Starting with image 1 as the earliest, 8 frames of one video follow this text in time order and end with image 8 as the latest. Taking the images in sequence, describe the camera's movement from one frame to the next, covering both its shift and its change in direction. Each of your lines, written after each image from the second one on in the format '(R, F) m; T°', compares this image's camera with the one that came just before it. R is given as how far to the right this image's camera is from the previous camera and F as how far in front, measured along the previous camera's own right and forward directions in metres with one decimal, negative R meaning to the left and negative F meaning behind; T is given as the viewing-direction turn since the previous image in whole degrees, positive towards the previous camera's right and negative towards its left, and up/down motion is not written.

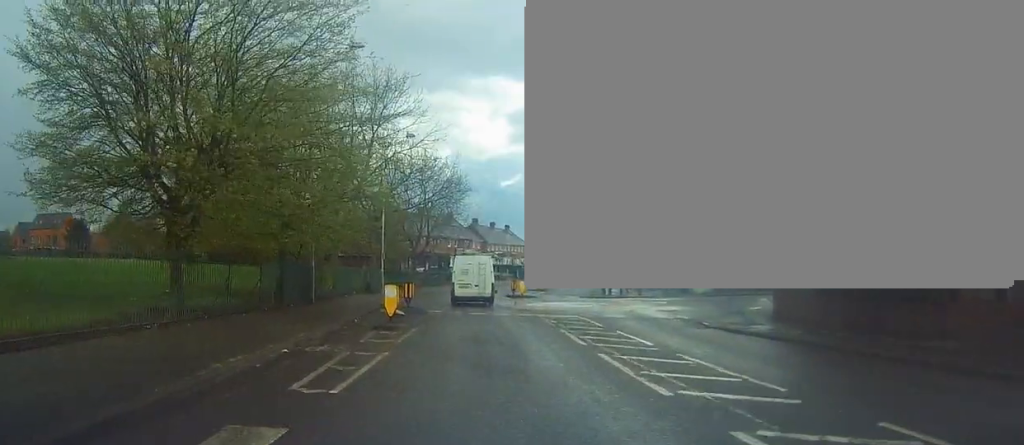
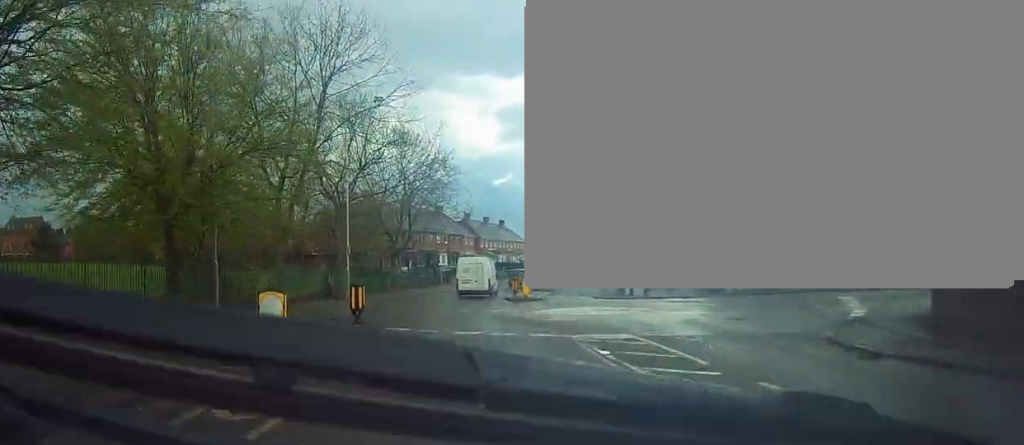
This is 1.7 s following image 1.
(-0.1, +9.5) m; 0°
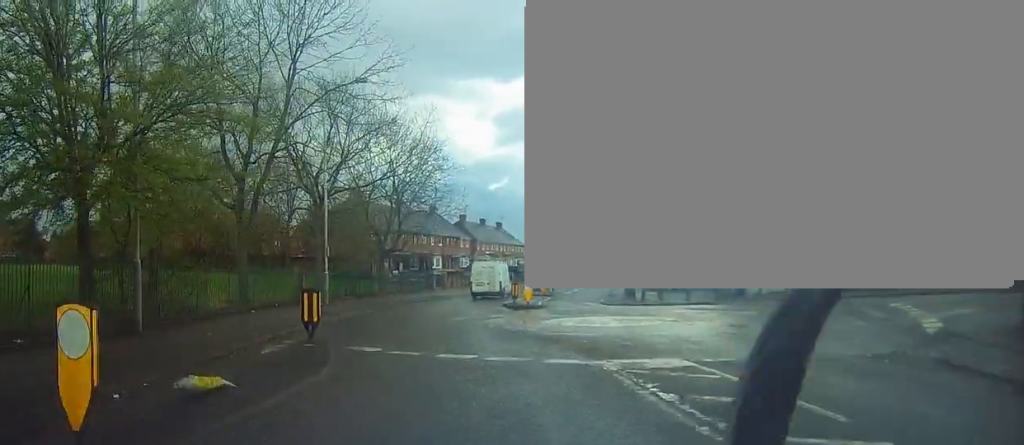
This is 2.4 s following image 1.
(-0.1, +4.1) m; 0°
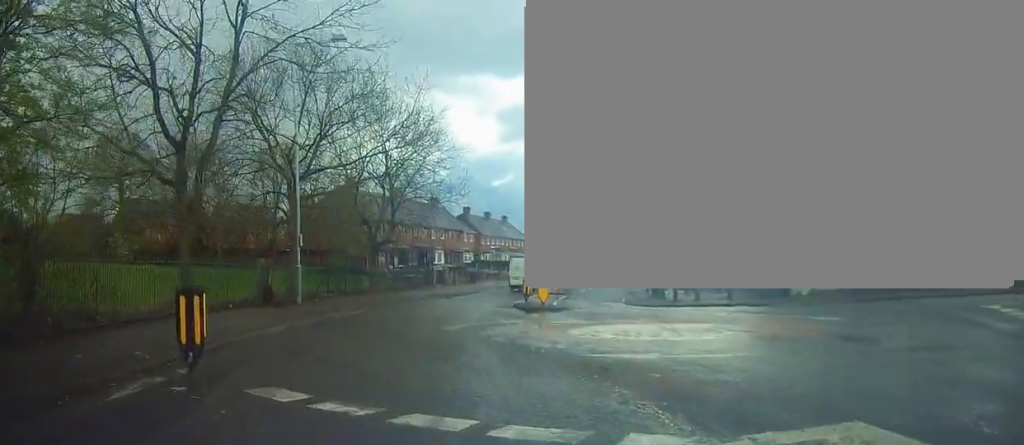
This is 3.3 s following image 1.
(-0.1, +5.3) m; 0°
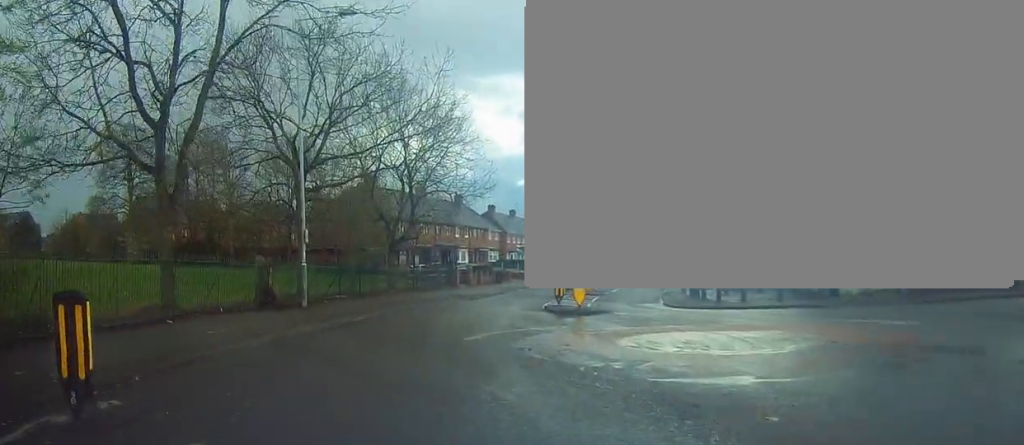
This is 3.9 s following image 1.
(+0.1, +2.9) m; 0°
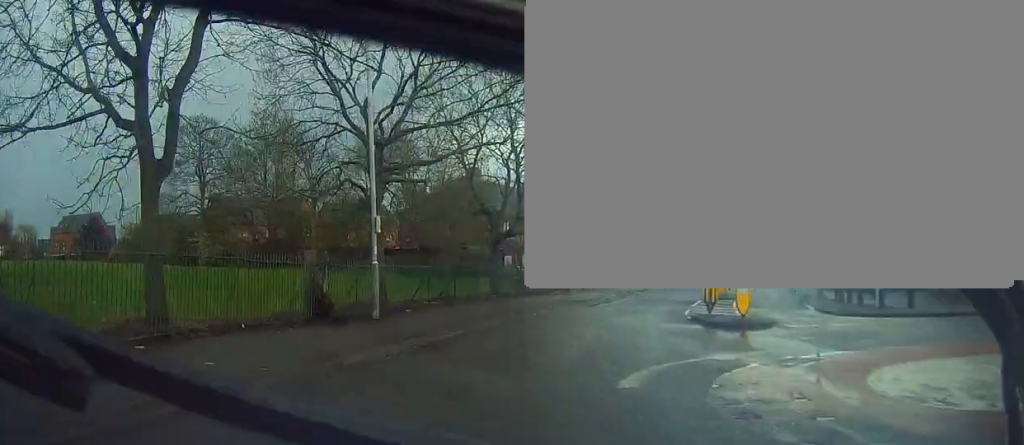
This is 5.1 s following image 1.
(-0.3, +5.9) m; -7°
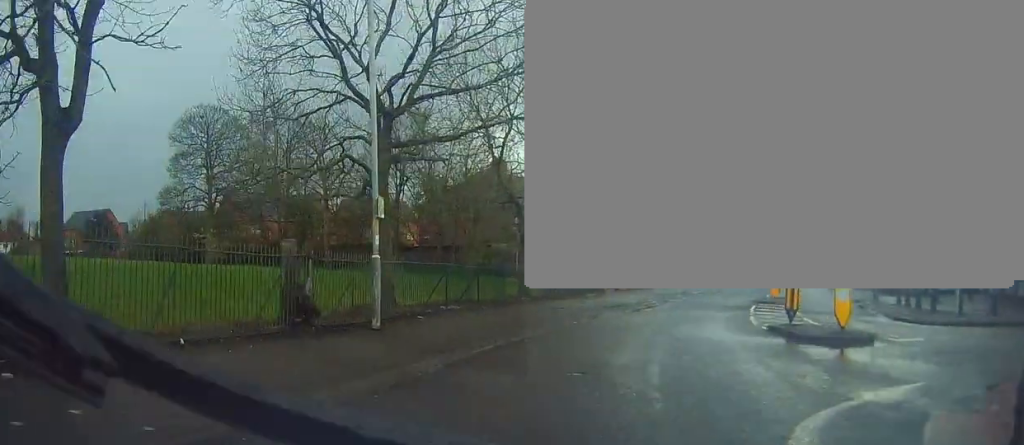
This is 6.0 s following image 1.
(-0.2, +3.8) m; -3°
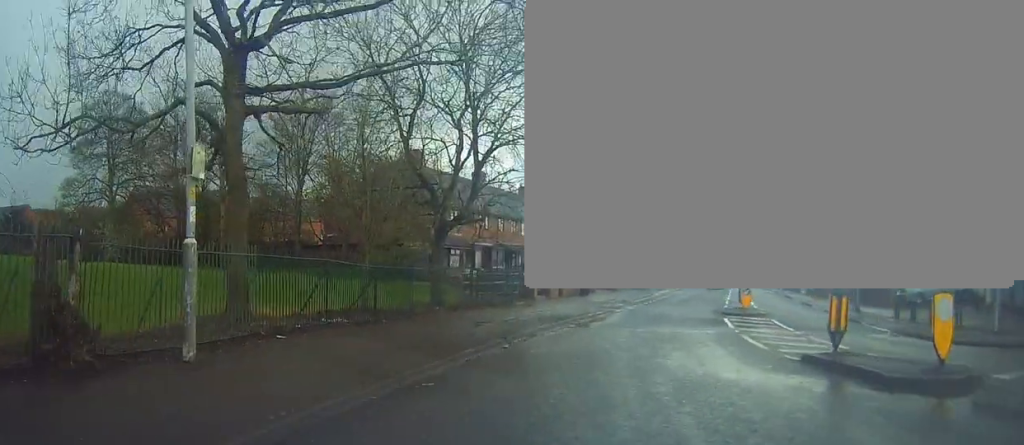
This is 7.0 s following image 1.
(+0.1, +5.3) m; +7°
